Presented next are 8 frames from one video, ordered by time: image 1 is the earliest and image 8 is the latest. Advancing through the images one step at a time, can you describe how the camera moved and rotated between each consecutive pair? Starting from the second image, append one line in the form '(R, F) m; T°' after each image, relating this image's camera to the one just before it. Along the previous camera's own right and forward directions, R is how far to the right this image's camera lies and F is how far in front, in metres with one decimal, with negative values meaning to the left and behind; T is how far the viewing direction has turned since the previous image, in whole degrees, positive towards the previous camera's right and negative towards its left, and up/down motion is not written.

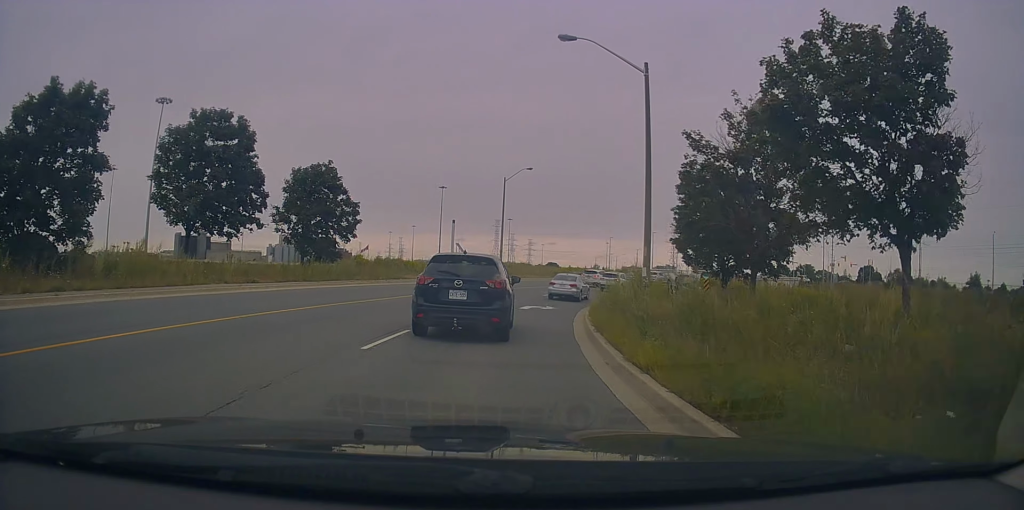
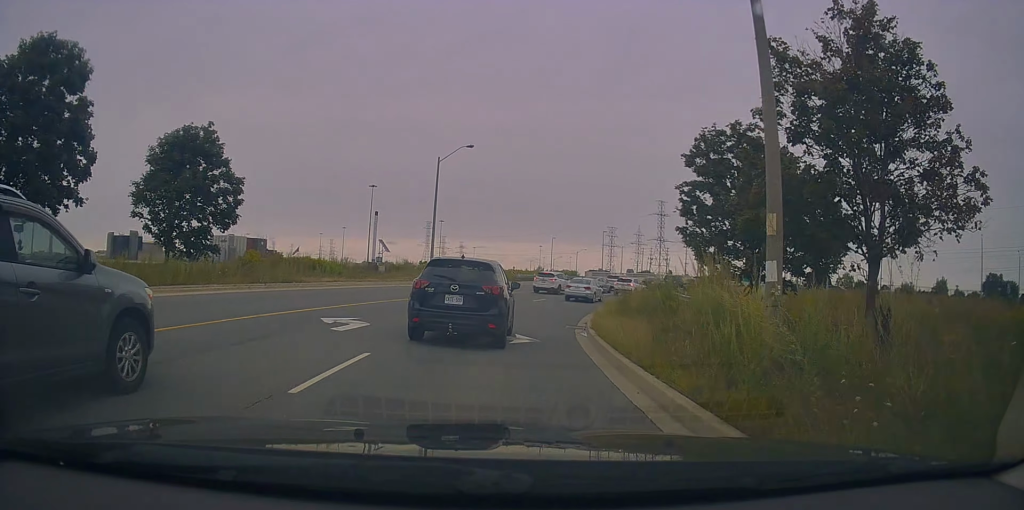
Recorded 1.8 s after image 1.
(+1.4, +11.0) m; +14°
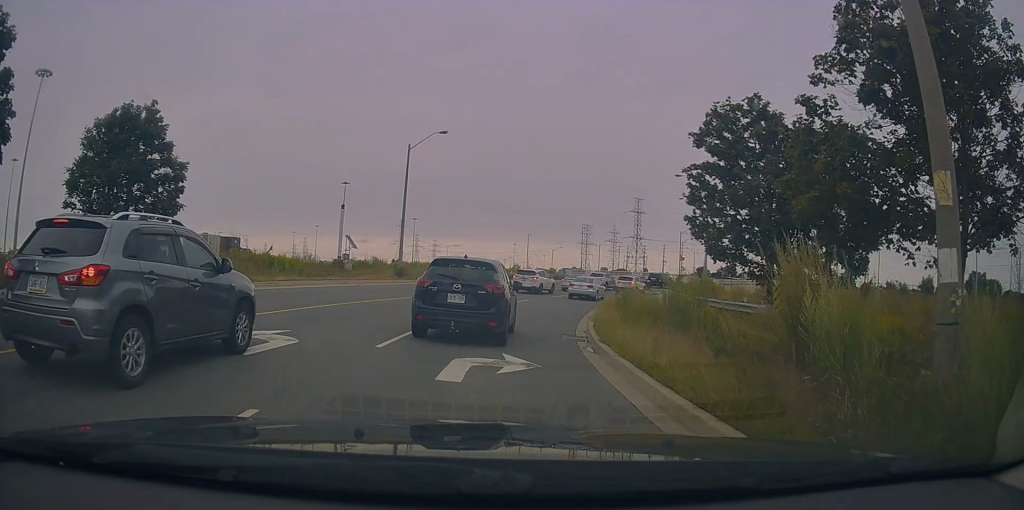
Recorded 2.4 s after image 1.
(0.0, +3.9) m; +1°
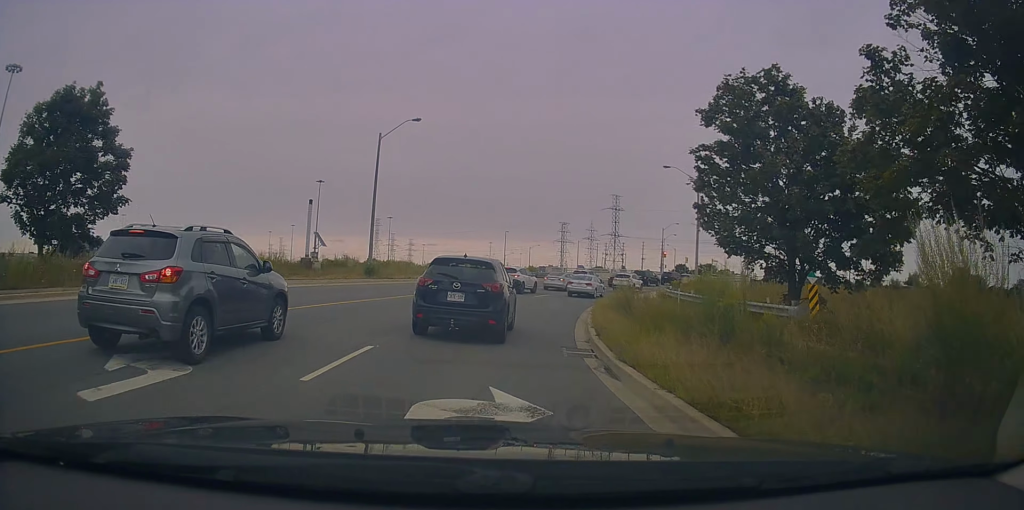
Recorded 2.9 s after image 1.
(0.0, +3.2) m; 0°
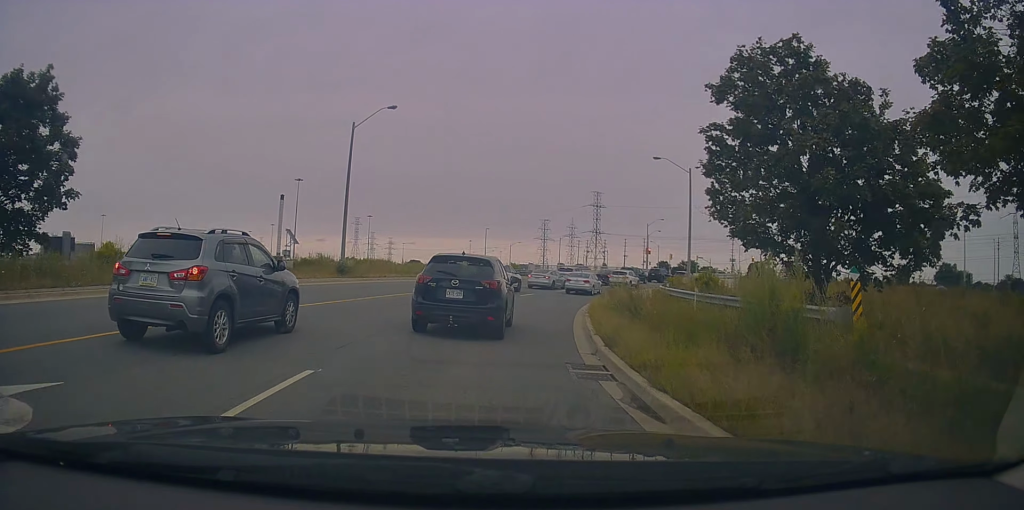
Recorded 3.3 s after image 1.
(+0.1, +2.6) m; -1°
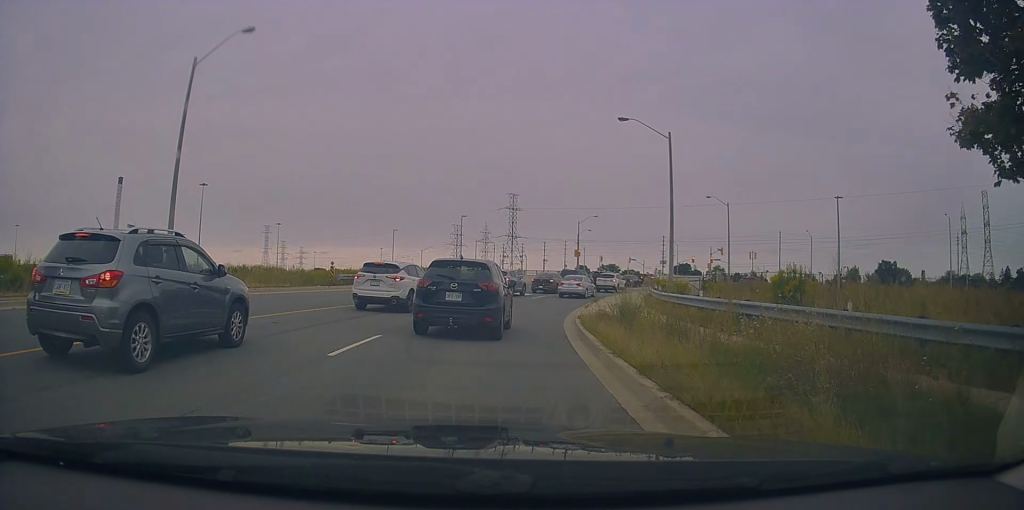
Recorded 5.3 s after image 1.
(+1.0, +13.2) m; +13°
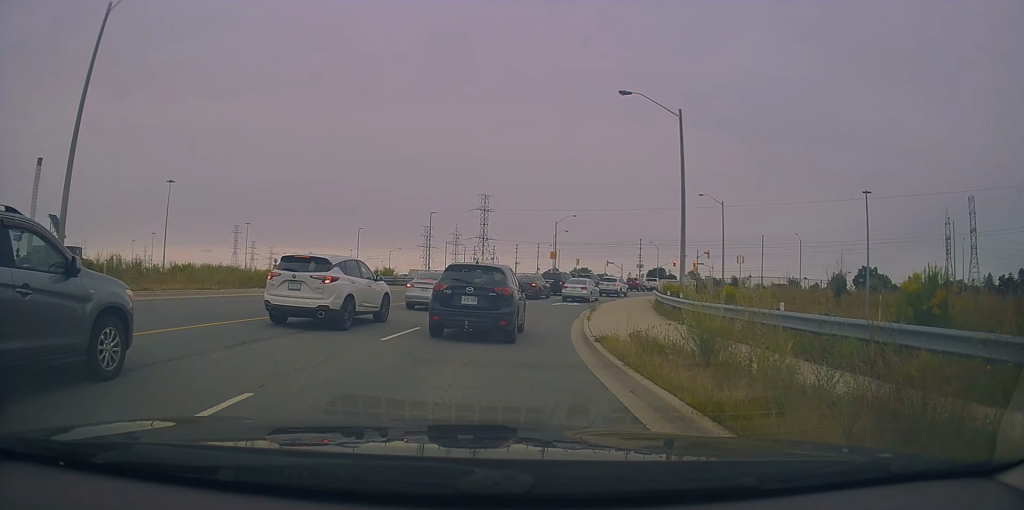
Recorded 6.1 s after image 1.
(+0.3, +6.1) m; +3°
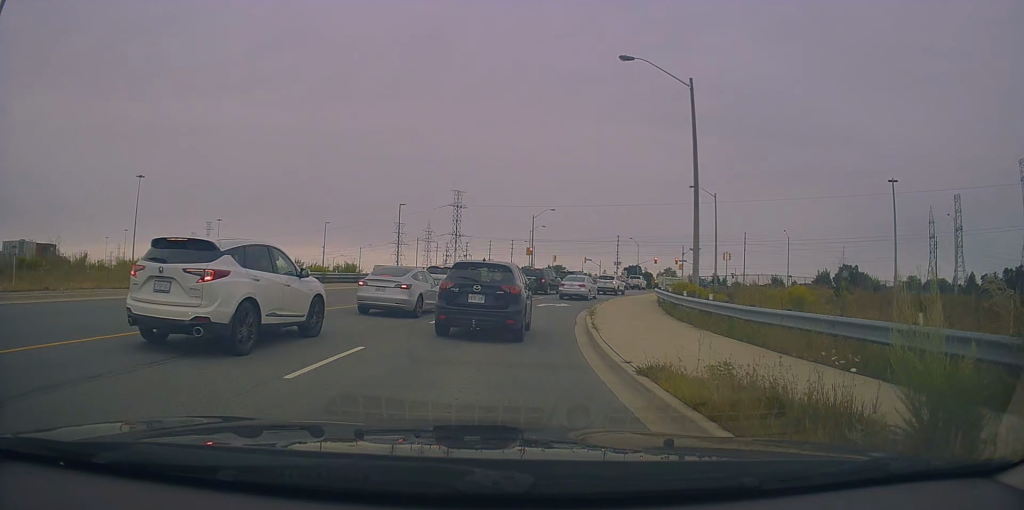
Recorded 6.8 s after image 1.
(0.0, +4.6) m; +1°
